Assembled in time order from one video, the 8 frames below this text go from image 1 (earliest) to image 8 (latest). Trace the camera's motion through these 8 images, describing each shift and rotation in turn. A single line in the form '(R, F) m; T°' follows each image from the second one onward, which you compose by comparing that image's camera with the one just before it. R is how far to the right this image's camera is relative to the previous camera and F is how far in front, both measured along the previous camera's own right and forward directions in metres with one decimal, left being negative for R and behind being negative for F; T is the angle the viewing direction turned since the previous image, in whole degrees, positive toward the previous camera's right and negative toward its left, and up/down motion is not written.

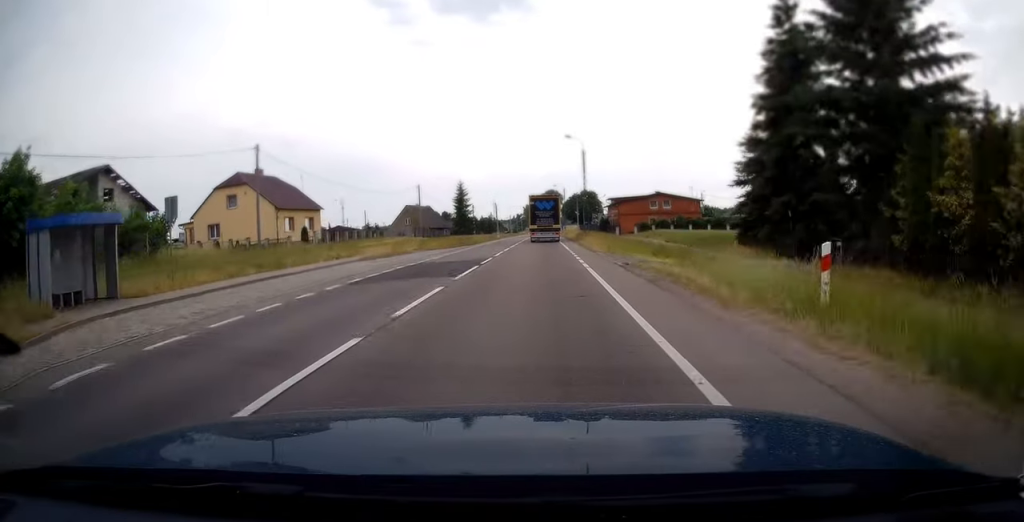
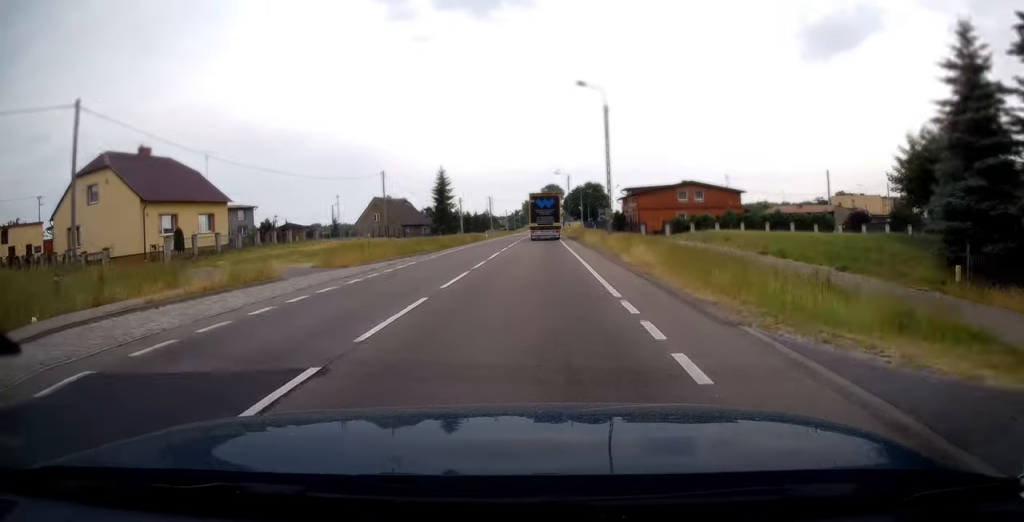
(0.0, +20.5) m; 0°
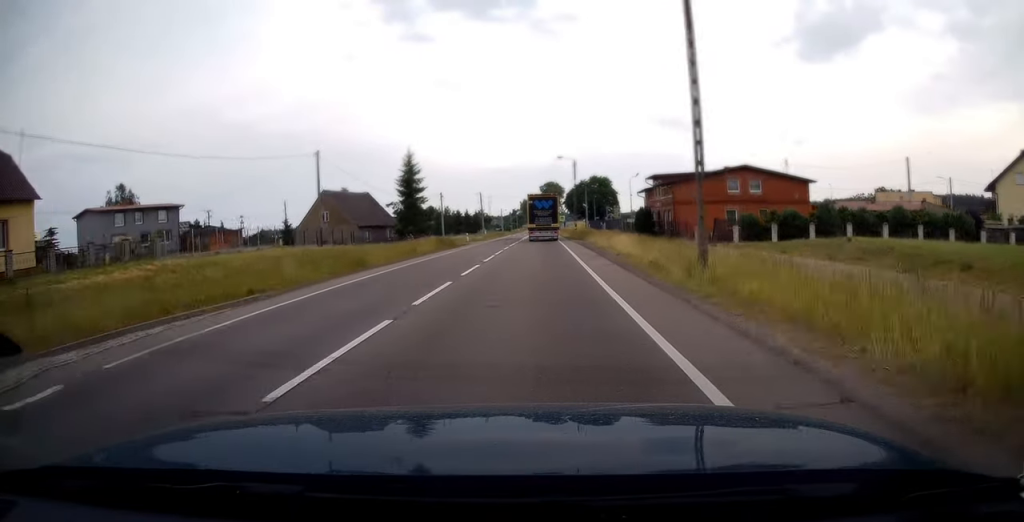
(+0.1, +21.1) m; 0°
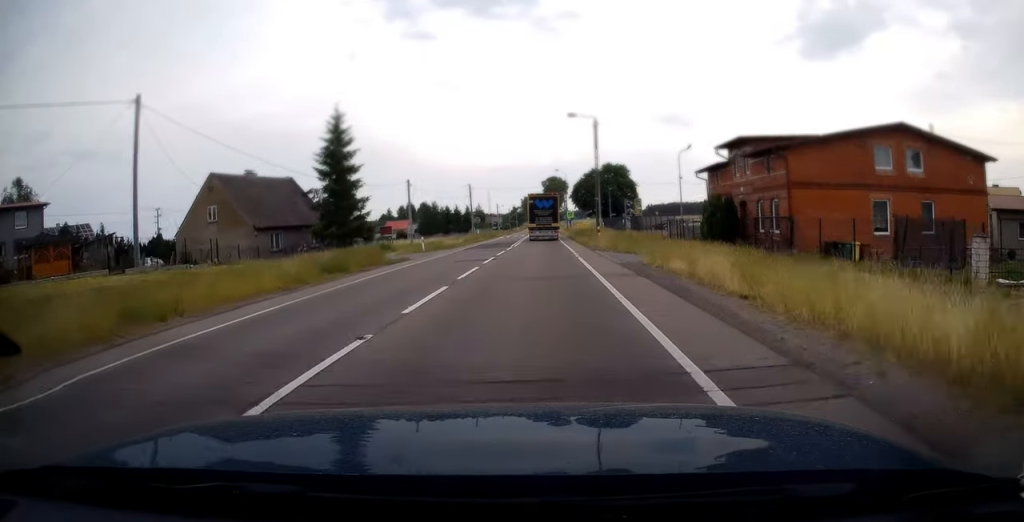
(-0.1, +25.4) m; 0°
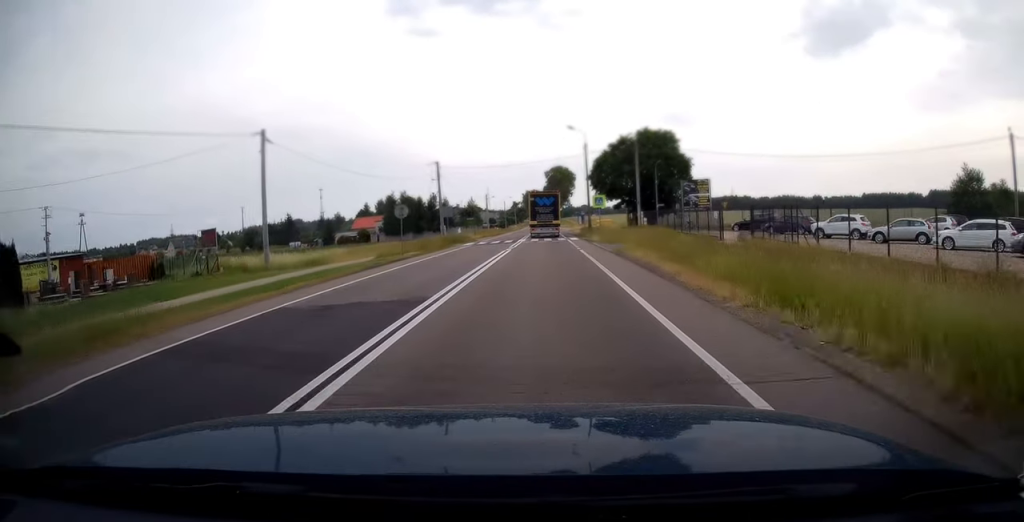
(-0.1, +39.8) m; 0°
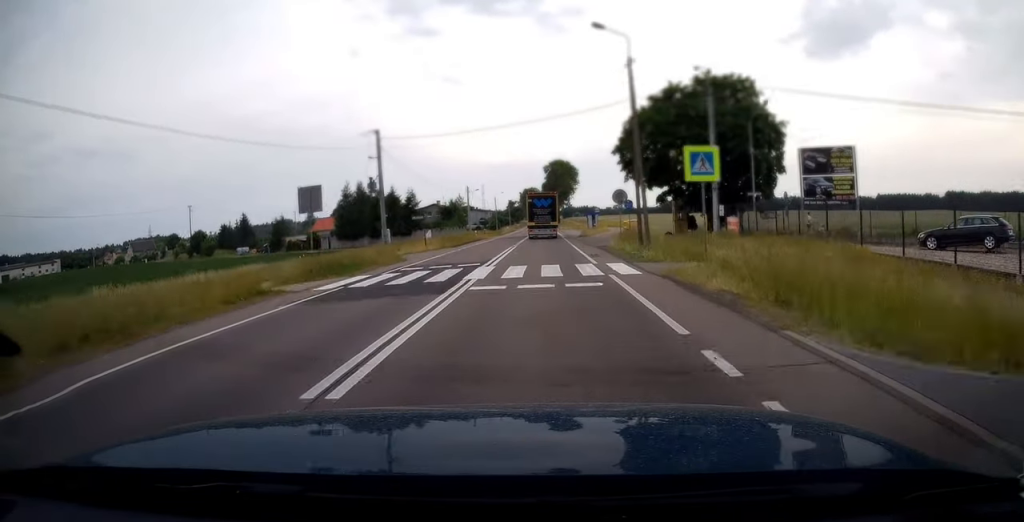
(0.0, +29.4) m; 0°
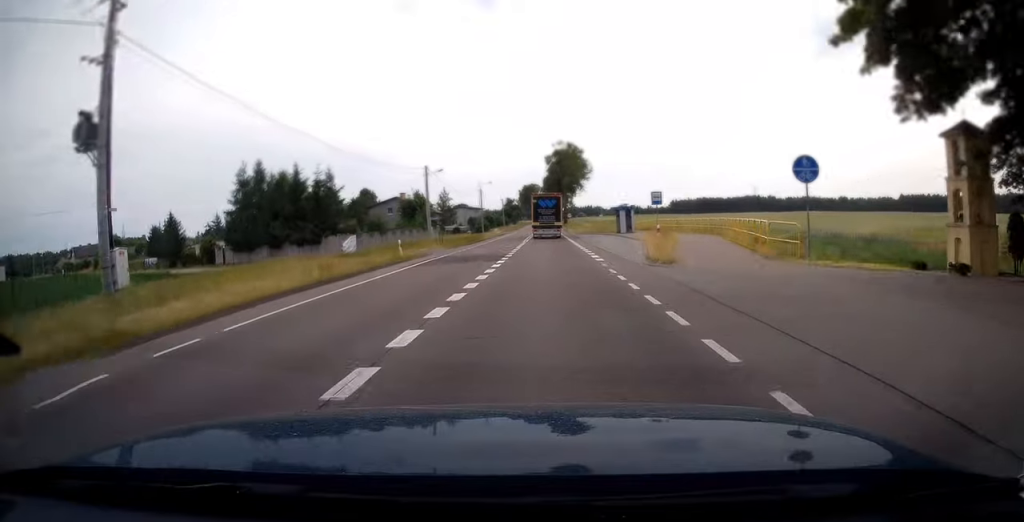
(+0.1, +35.9) m; 0°
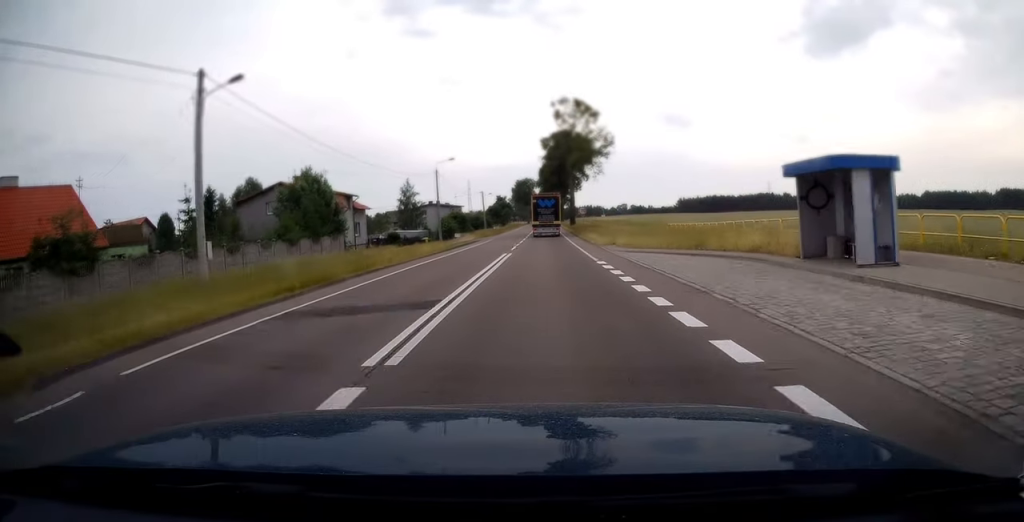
(+0.1, +42.8) m; 0°
